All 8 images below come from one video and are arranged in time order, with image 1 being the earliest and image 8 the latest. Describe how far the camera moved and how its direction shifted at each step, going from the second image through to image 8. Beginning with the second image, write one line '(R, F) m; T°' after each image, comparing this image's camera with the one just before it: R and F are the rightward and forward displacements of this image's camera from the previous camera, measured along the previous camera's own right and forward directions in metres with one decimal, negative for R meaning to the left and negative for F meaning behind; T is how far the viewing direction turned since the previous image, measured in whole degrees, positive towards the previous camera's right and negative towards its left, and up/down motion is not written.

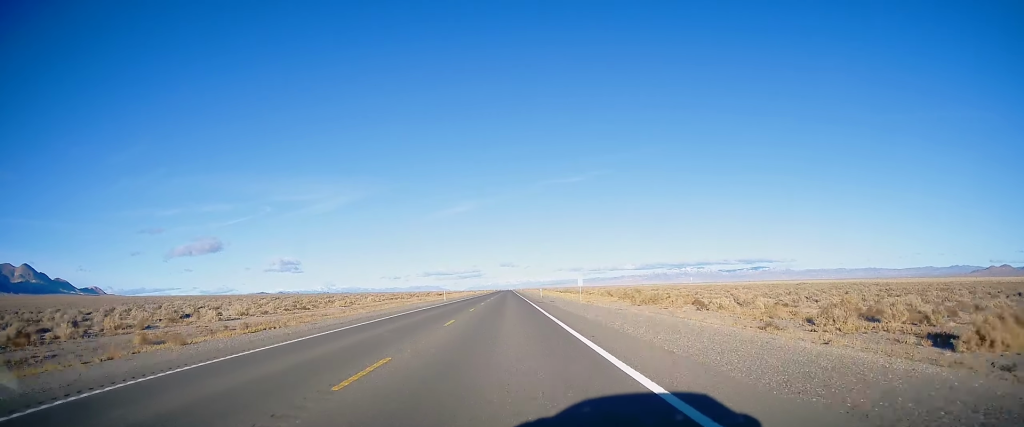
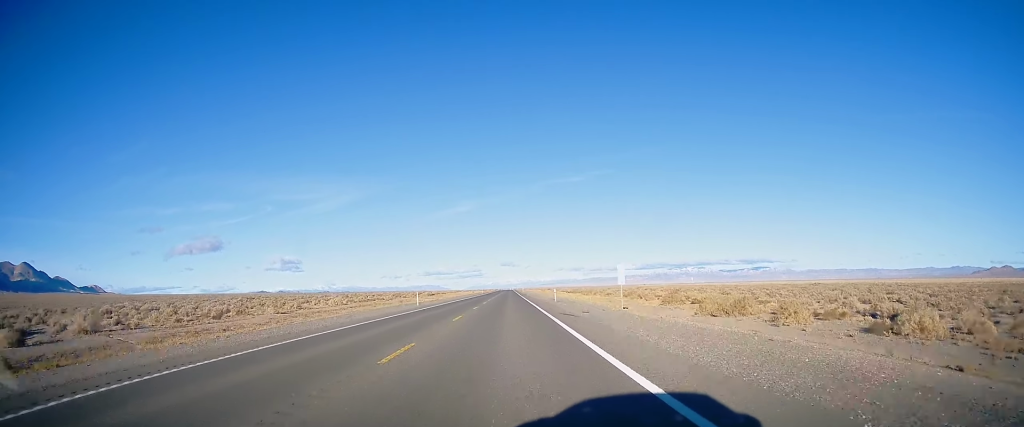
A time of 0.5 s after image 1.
(-0.1, +21.8) m; 0°
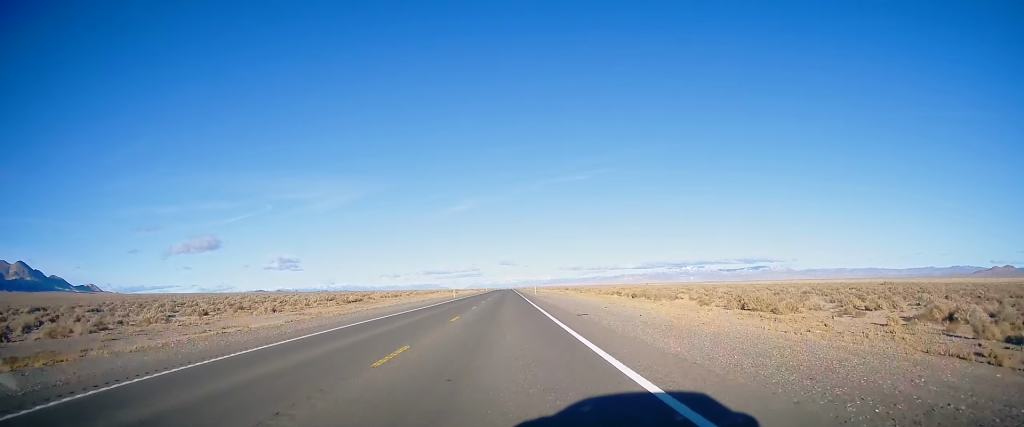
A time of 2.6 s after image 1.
(+0.1, +86.7) m; 0°
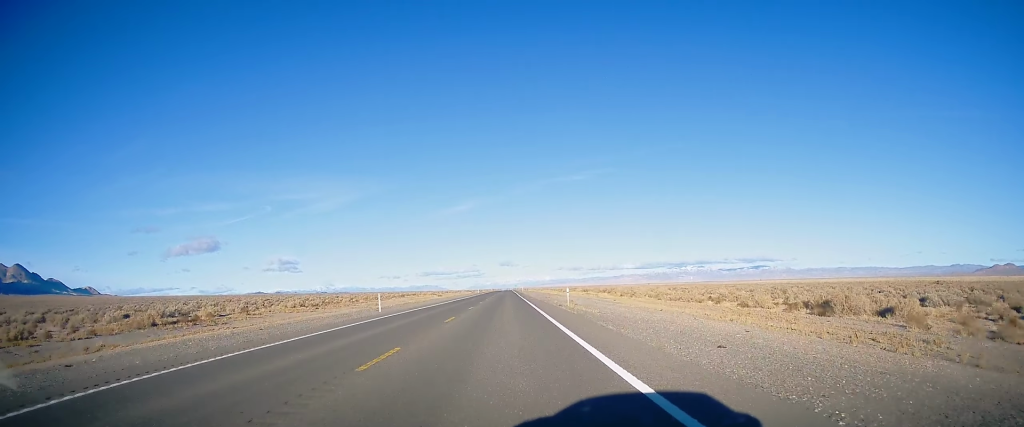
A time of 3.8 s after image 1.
(-0.1, +48.8) m; 0°
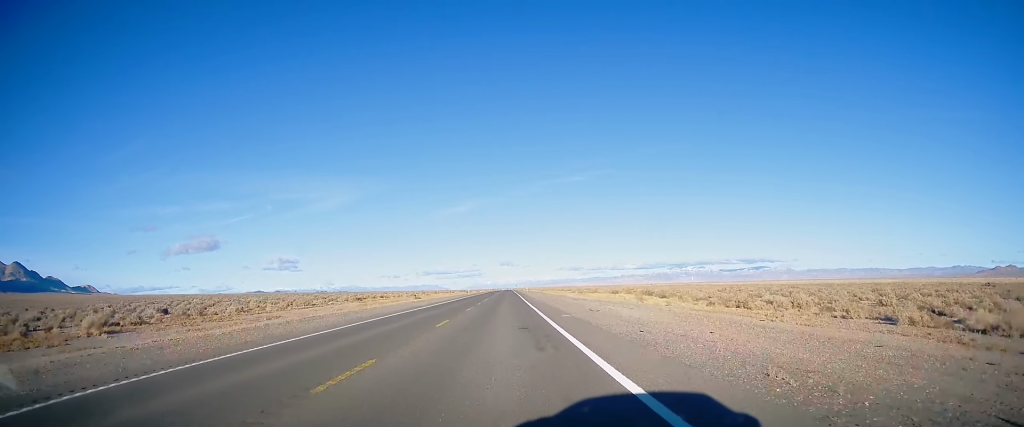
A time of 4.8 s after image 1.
(+0.1, +38.4) m; 0°
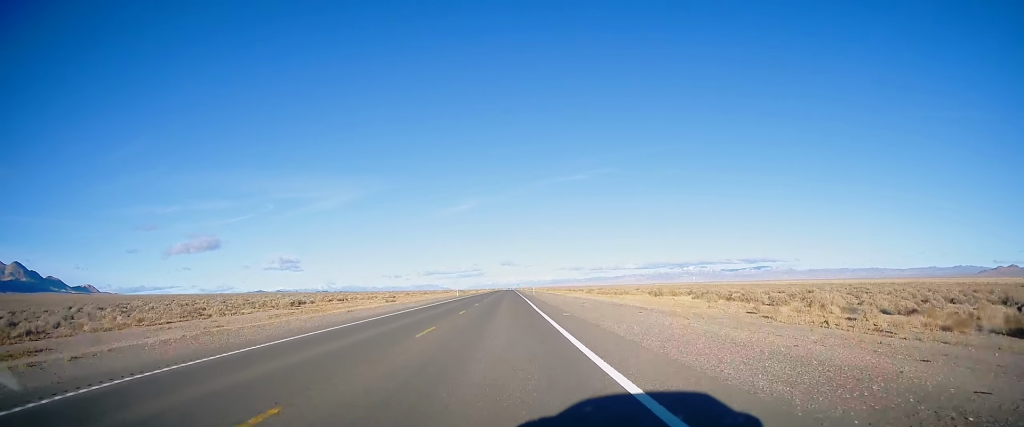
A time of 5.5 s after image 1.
(+0.2, +29.0) m; 0°
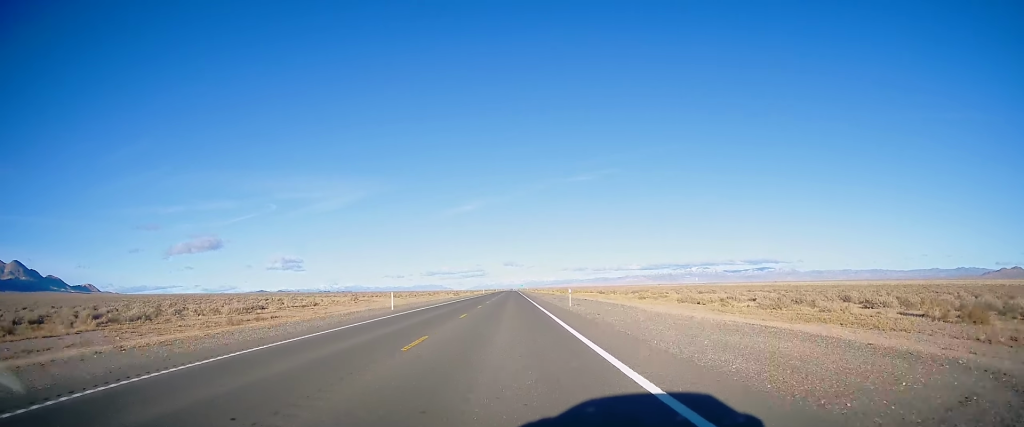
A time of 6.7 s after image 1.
(-0.4, +52.4) m; -1°
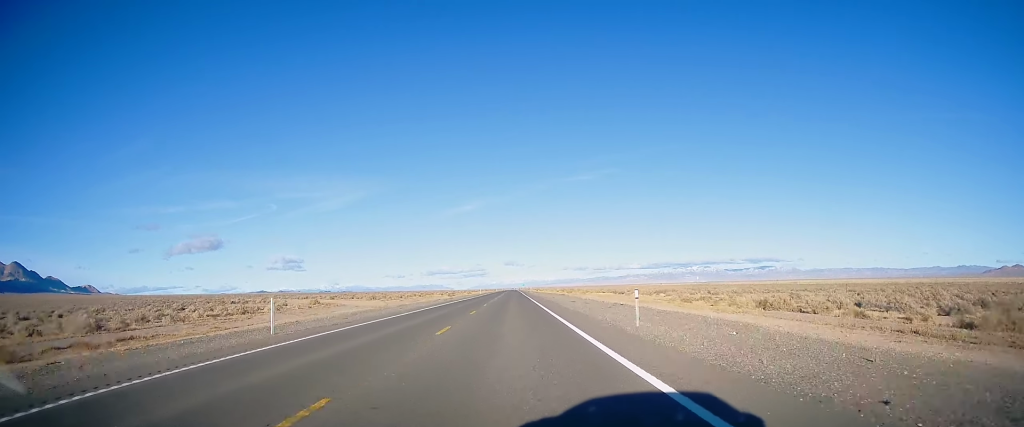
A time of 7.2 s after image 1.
(-0.2, +20.4) m; 0°
